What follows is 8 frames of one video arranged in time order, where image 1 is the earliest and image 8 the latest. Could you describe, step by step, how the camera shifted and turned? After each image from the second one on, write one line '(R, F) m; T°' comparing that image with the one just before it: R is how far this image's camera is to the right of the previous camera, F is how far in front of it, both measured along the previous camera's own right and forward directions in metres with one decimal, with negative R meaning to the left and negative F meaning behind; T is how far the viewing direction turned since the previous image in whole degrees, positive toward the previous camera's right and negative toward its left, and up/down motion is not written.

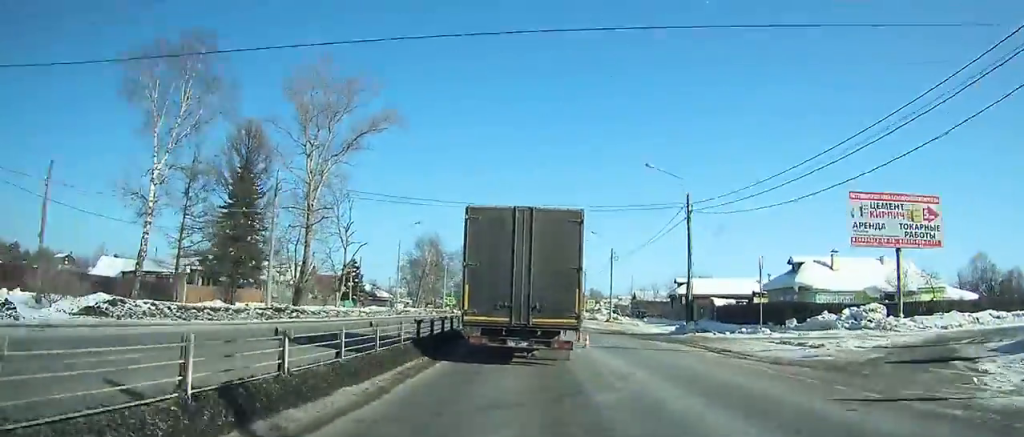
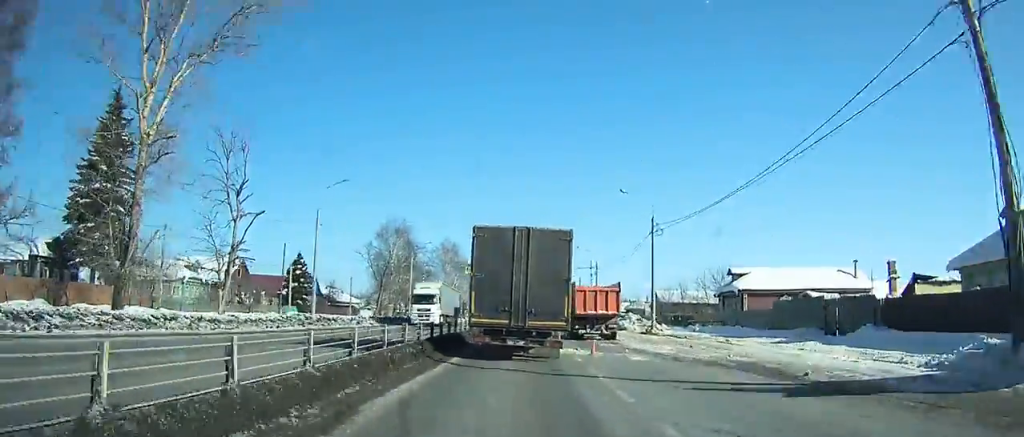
(+0.2, +26.1) m; +1°
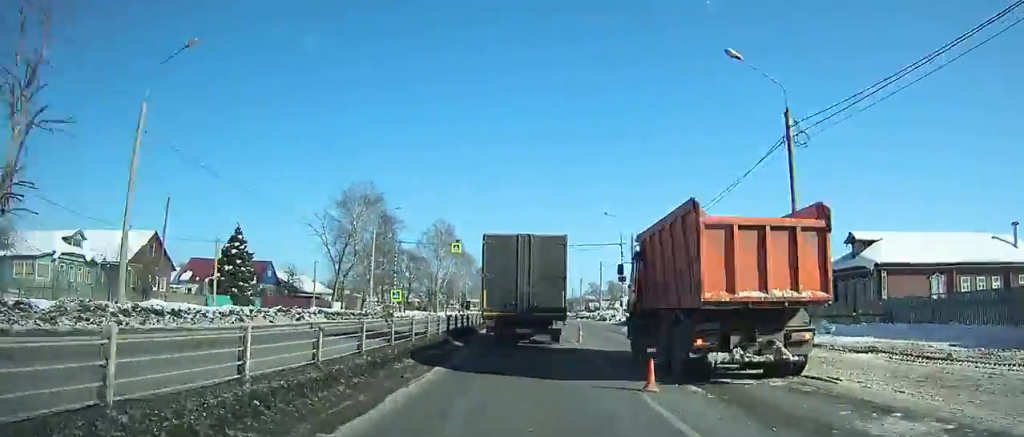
(+0.1, +23.5) m; 0°
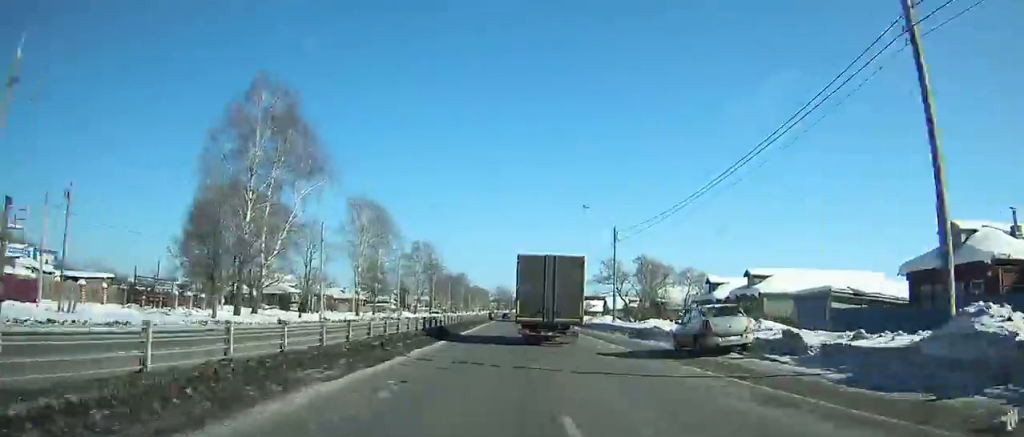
(+1.7, +76.2) m; +3°
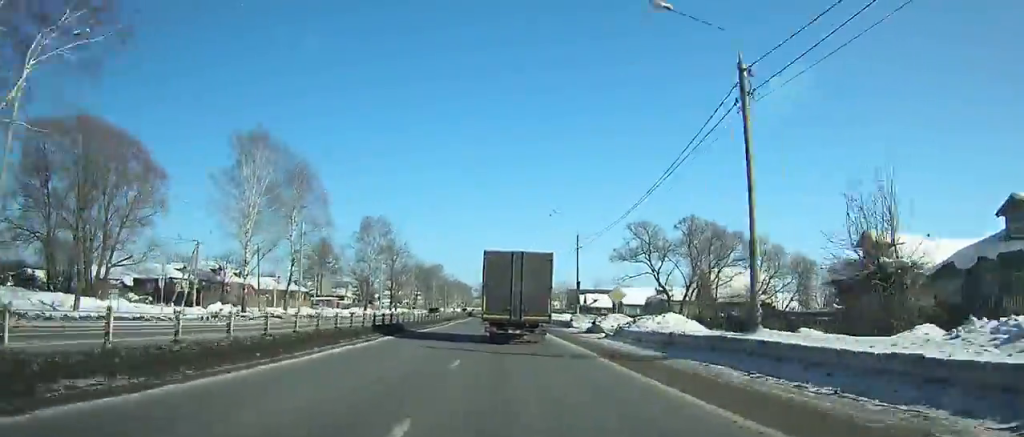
(+0.3, +31.1) m; 0°
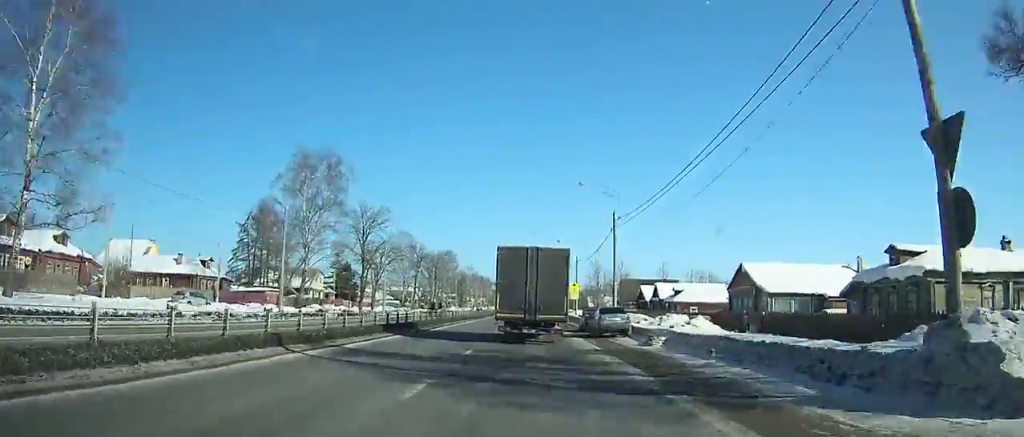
(-0.6, +43.9) m; -1°
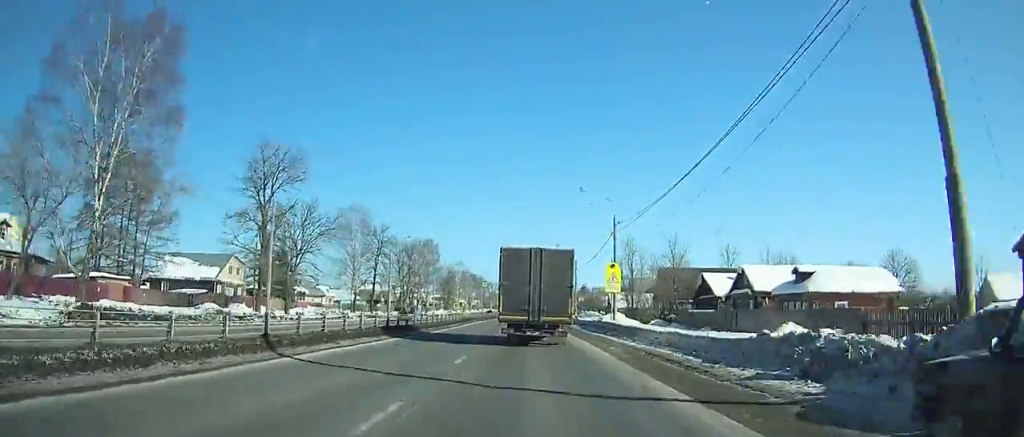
(-0.5, +33.8) m; +1°
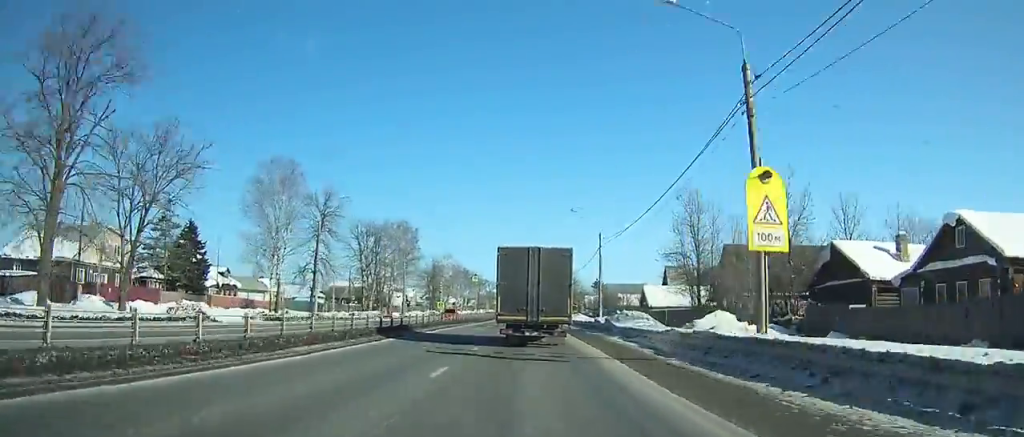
(-0.2, +27.3) m; +5°
